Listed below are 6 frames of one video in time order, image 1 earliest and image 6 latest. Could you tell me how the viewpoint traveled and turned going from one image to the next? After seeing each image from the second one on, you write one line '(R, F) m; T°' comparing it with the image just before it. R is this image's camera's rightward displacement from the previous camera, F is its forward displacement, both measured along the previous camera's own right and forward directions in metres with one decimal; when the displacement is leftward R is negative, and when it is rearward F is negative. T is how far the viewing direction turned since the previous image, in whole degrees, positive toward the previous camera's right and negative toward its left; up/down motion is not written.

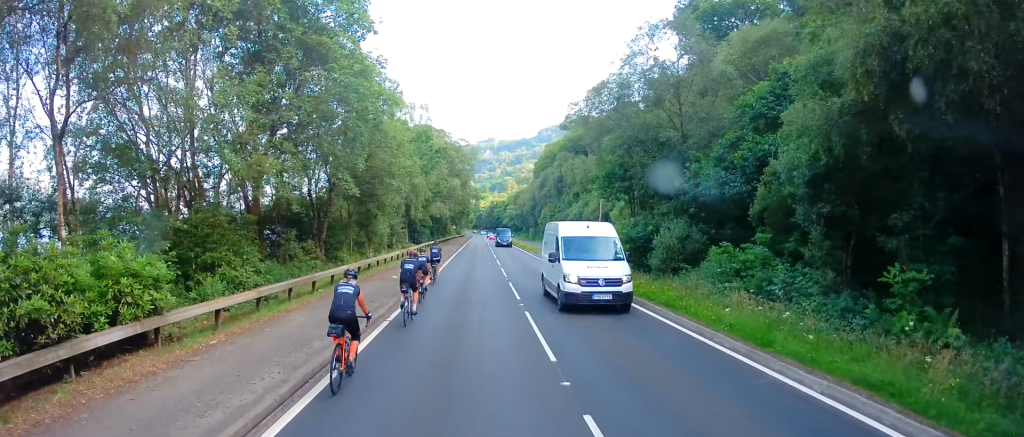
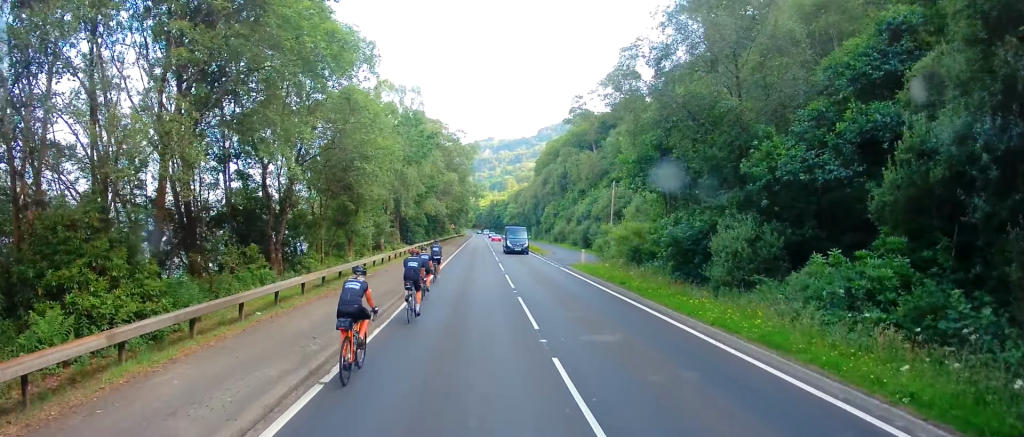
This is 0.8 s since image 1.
(+0.2, +5.8) m; 0°
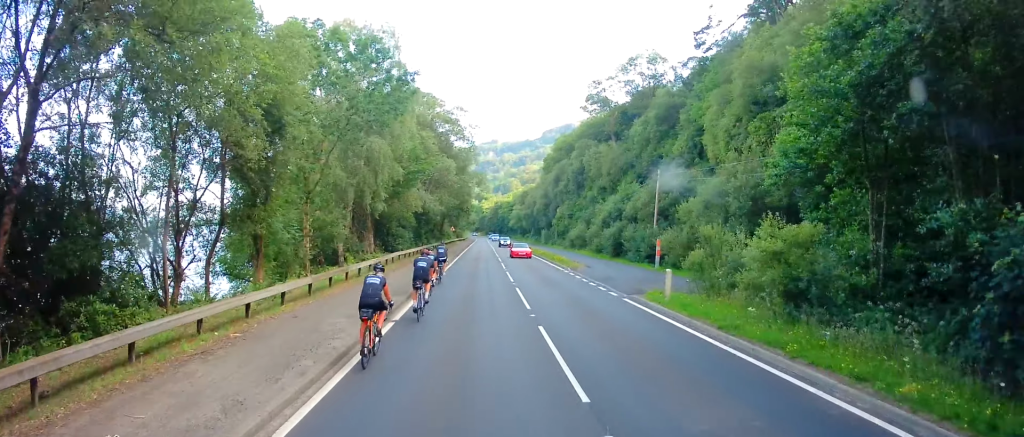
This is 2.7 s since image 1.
(-0.4, +14.1) m; -4°
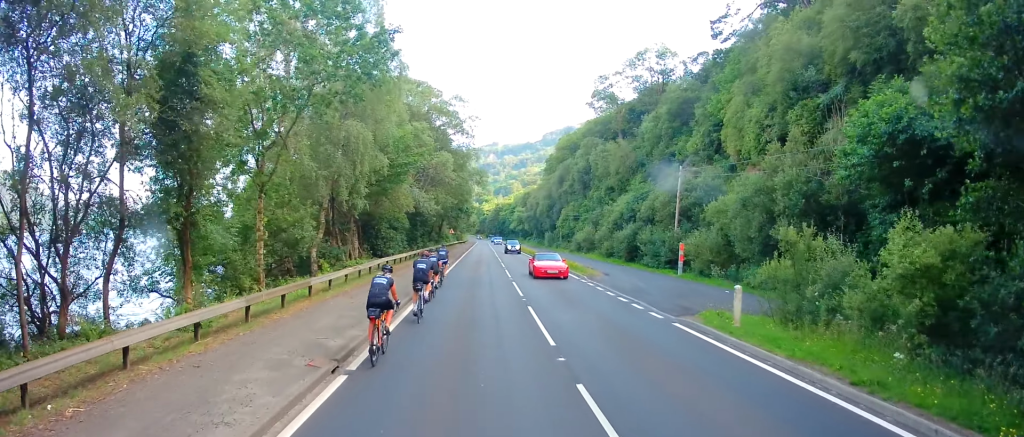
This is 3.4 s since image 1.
(-0.1, +5.0) m; -1°
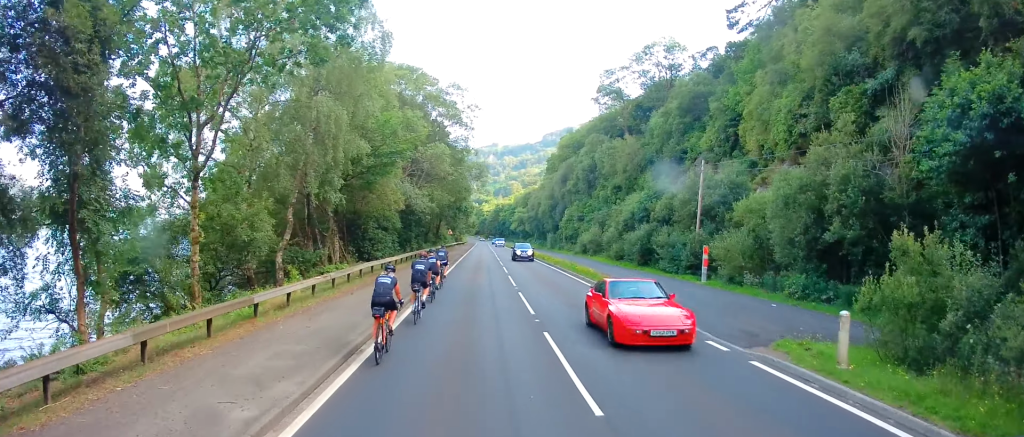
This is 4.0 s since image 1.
(-0.1, +4.2) m; 0°
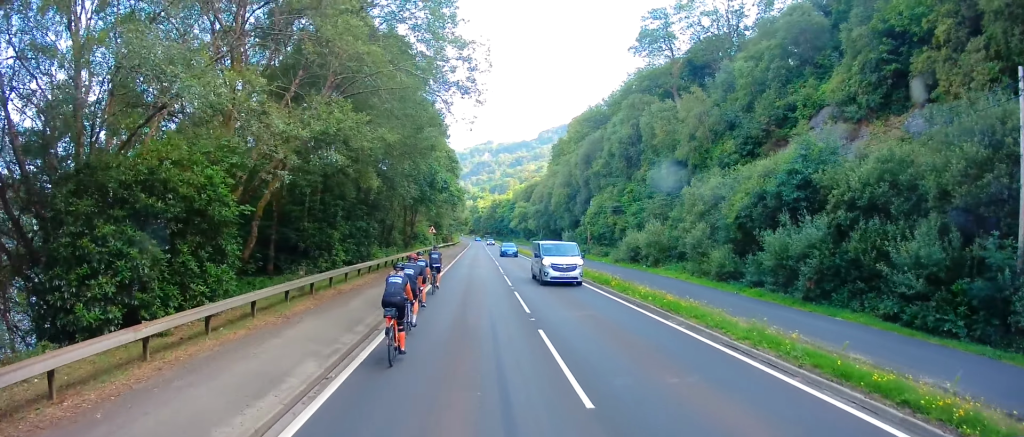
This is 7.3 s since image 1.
(+1.1, +25.6) m; +3°
